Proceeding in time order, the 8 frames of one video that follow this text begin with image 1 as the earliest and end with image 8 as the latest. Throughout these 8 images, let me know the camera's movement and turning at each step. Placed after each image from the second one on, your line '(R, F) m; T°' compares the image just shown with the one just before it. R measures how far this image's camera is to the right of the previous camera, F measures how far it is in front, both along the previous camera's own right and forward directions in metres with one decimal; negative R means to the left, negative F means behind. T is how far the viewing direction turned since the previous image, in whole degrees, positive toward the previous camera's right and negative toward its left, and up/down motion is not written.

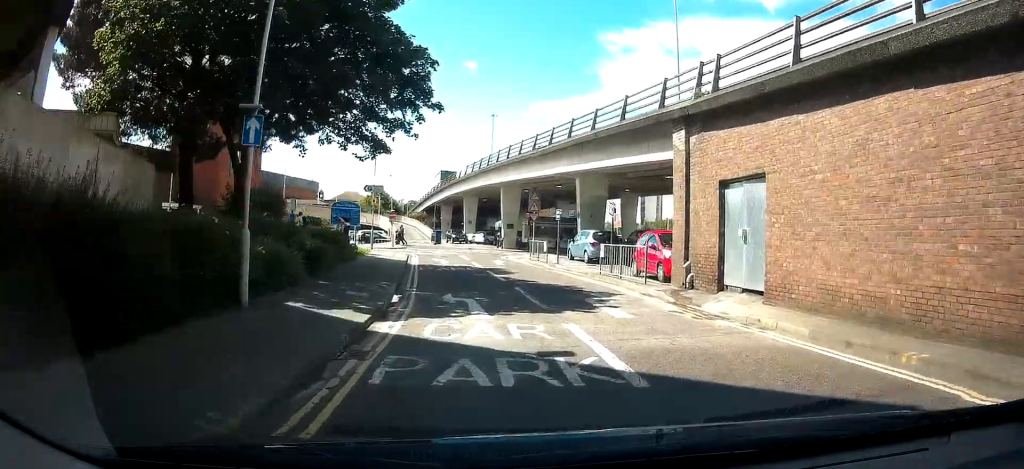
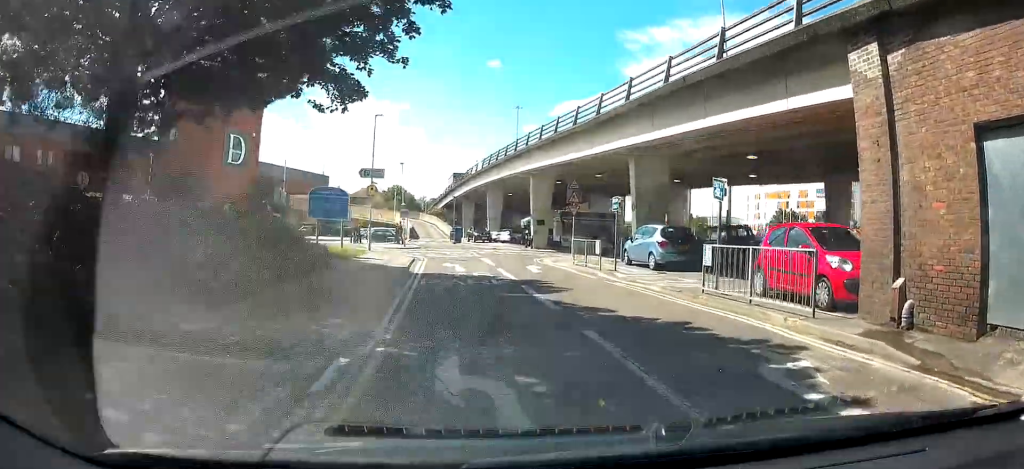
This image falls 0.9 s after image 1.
(+0.3, +7.4) m; -4°
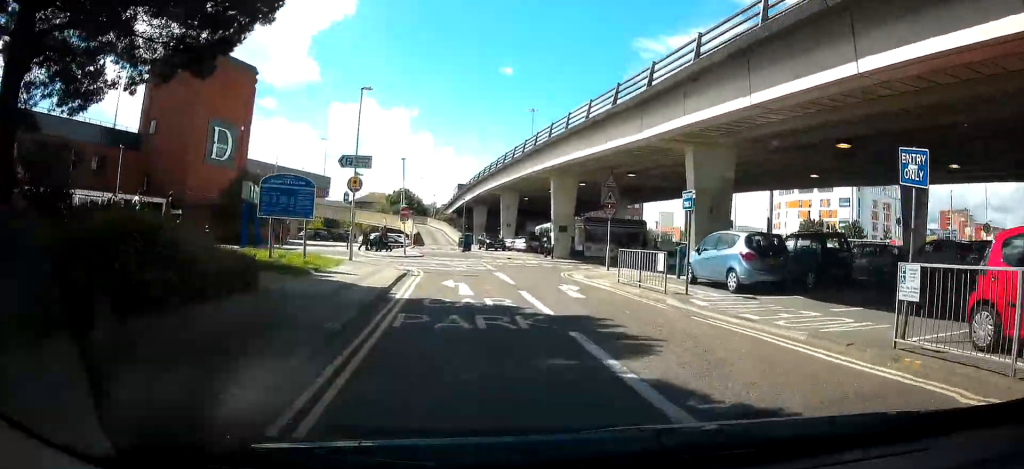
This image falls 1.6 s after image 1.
(-0.7, +6.1) m; -2°
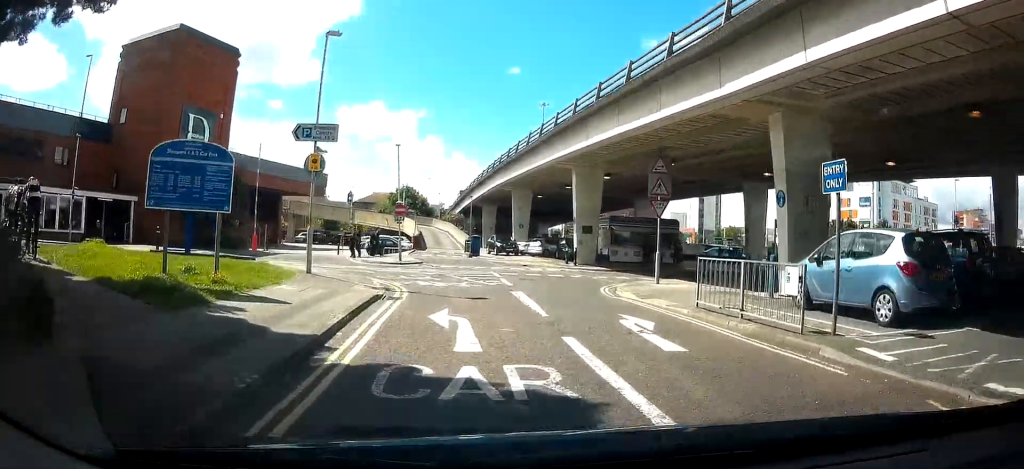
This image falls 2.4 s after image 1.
(+0.1, +6.0) m; +1°
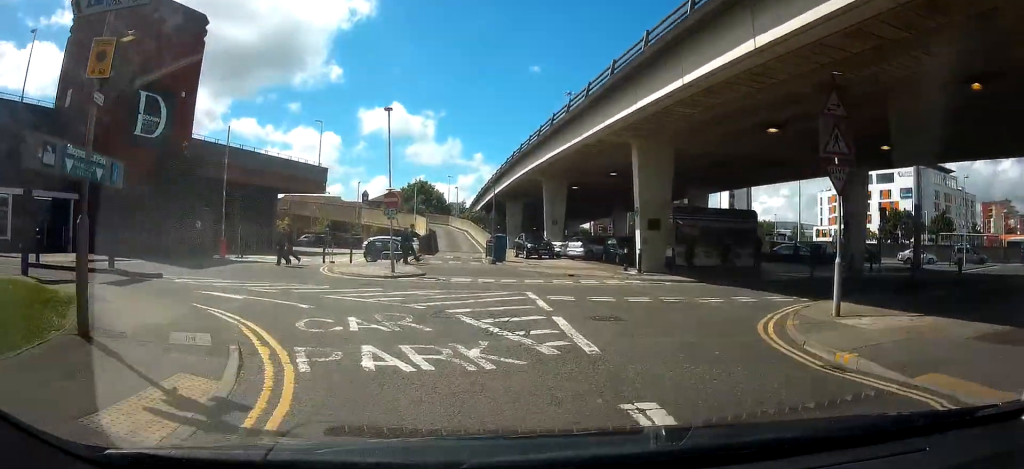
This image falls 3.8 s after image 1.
(+0.3, +9.5) m; -2°
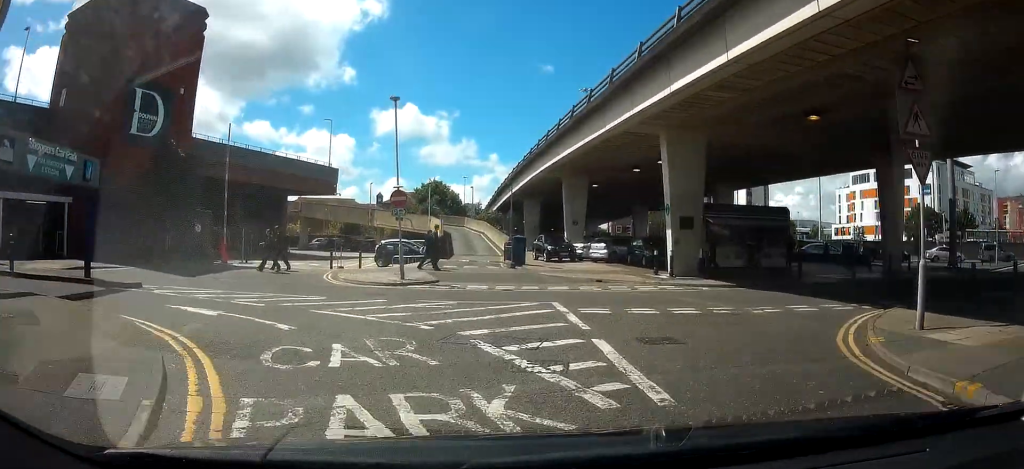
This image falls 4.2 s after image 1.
(-0.1, +2.0) m; -2°
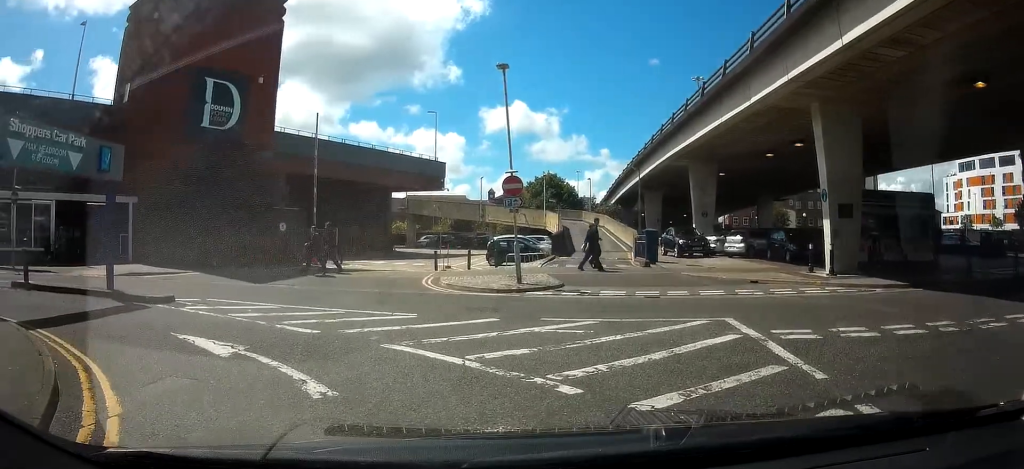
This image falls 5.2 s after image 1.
(-0.3, +4.5) m; -7°
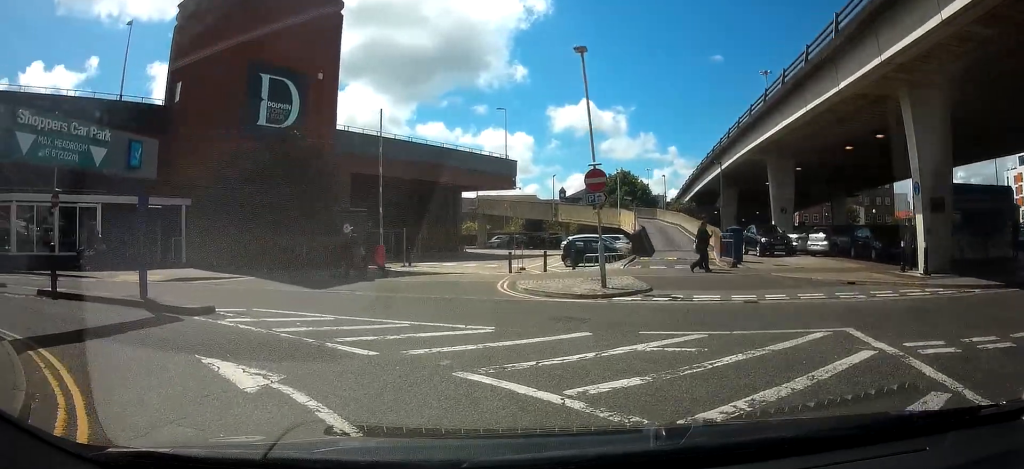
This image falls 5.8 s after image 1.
(0.0, +2.1) m; -5°
